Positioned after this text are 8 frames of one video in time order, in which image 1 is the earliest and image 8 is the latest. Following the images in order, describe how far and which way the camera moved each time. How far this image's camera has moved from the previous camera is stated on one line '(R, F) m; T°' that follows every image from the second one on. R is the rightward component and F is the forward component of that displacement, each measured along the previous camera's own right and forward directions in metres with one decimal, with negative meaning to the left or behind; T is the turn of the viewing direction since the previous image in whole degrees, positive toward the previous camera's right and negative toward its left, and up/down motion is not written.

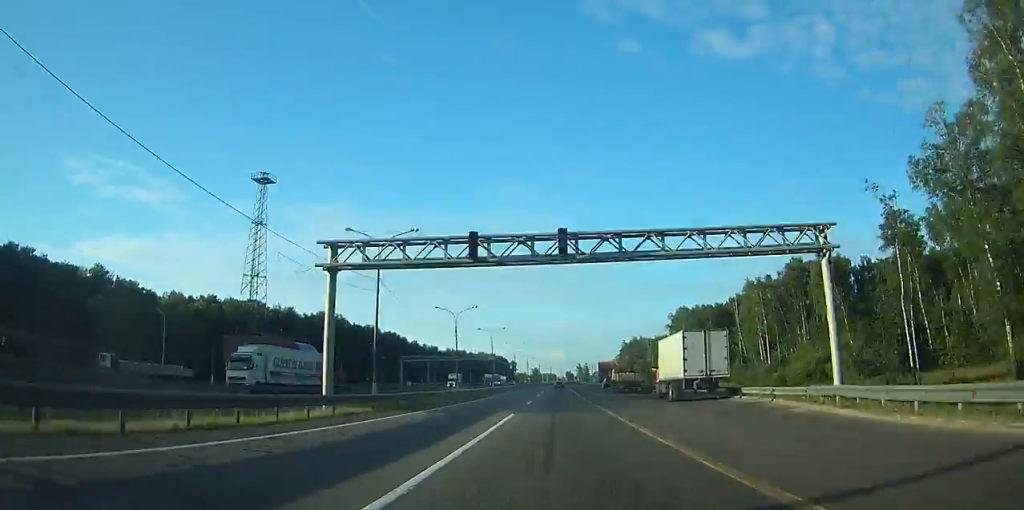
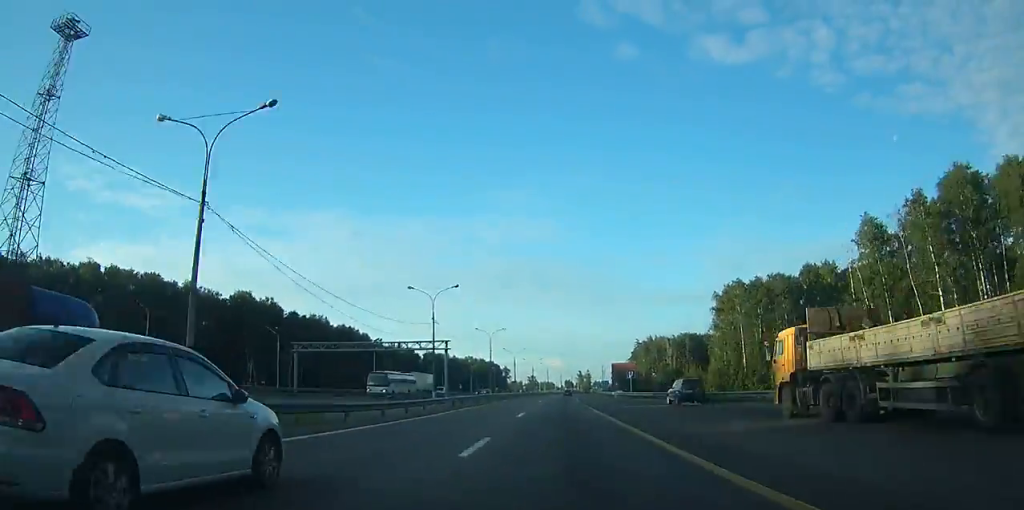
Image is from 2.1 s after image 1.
(+0.1, +54.6) m; 0°
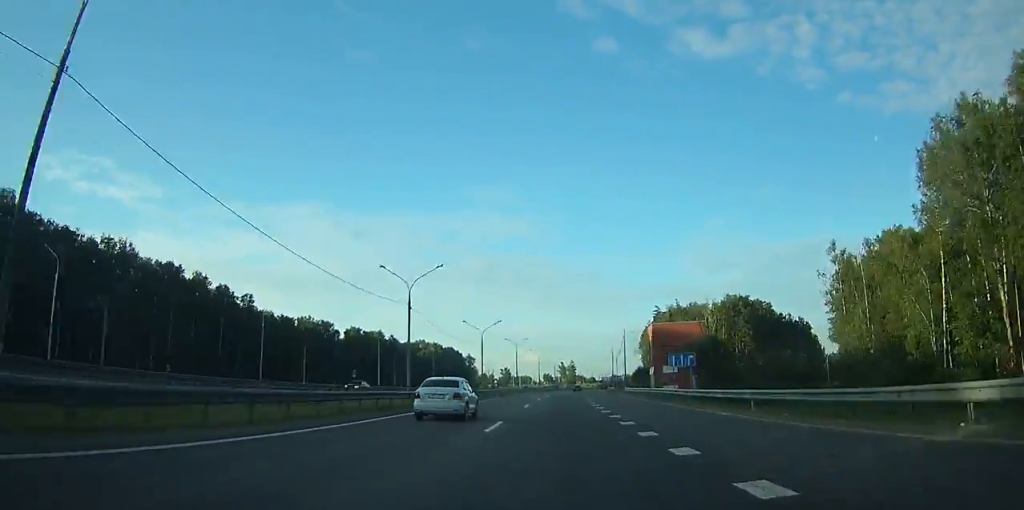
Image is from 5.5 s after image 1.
(+0.9, +90.1) m; +2°
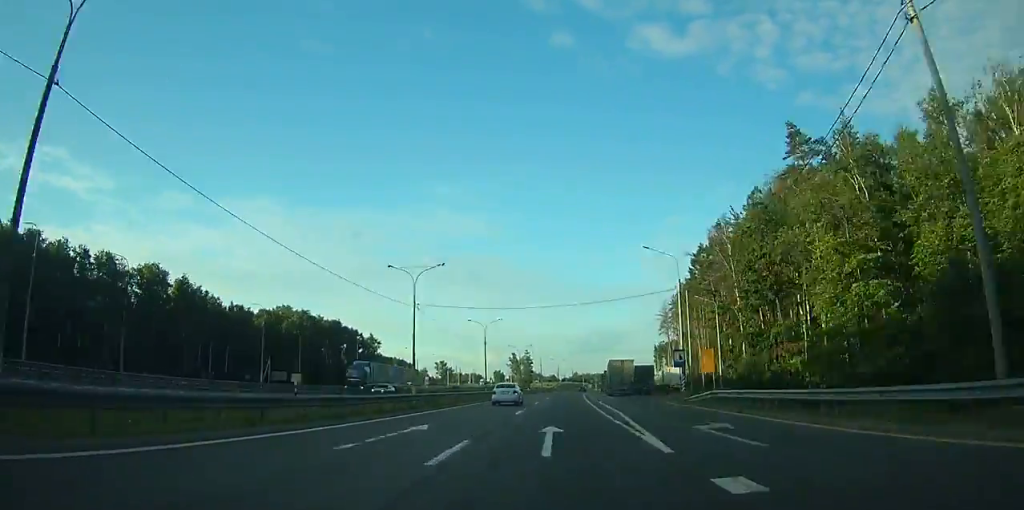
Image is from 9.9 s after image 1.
(+4.0, +117.3) m; +4°
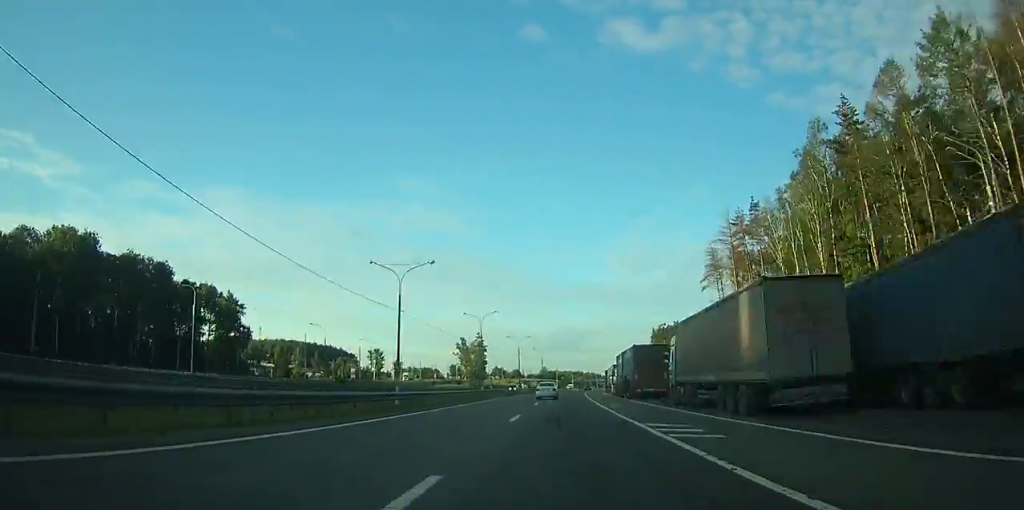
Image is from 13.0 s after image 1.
(+2.4, +87.6) m; +3°
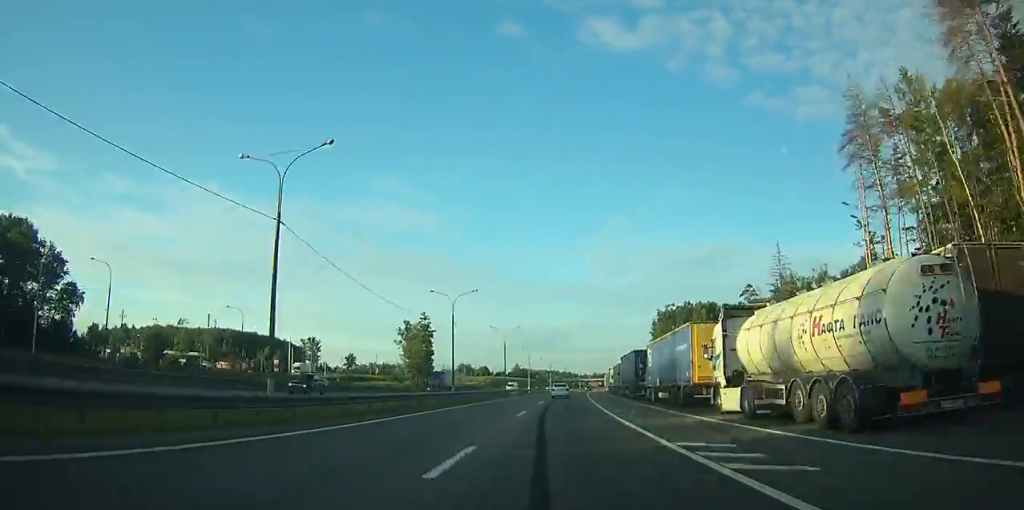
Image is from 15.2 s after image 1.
(+1.1, +63.5) m; +2°
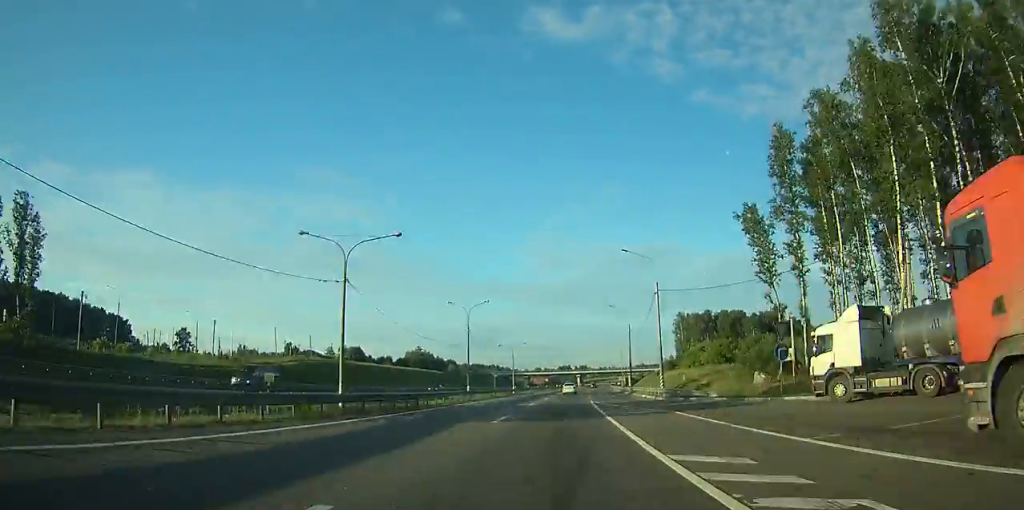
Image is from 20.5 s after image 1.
(+8.1, +156.4) m; +6°
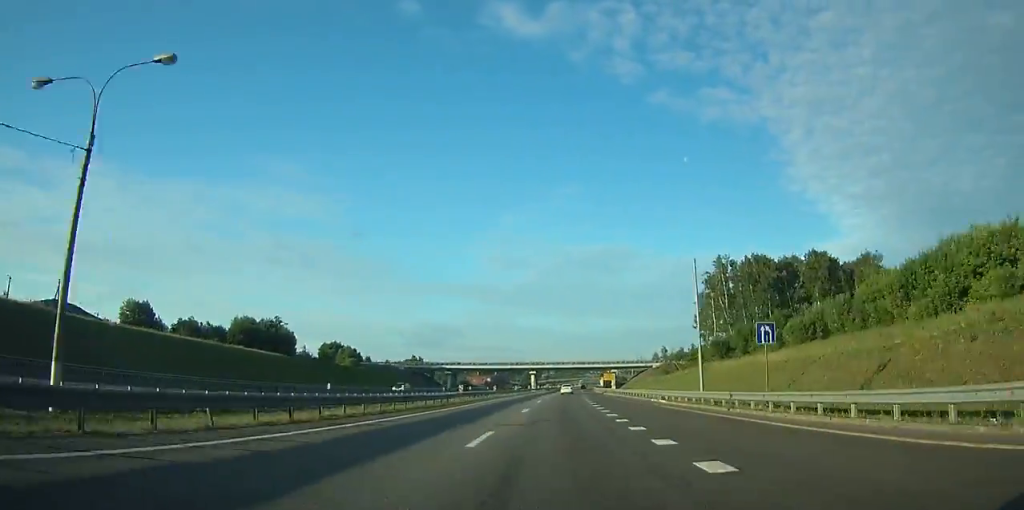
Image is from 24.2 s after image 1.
(+4.0, +104.1) m; +4°
